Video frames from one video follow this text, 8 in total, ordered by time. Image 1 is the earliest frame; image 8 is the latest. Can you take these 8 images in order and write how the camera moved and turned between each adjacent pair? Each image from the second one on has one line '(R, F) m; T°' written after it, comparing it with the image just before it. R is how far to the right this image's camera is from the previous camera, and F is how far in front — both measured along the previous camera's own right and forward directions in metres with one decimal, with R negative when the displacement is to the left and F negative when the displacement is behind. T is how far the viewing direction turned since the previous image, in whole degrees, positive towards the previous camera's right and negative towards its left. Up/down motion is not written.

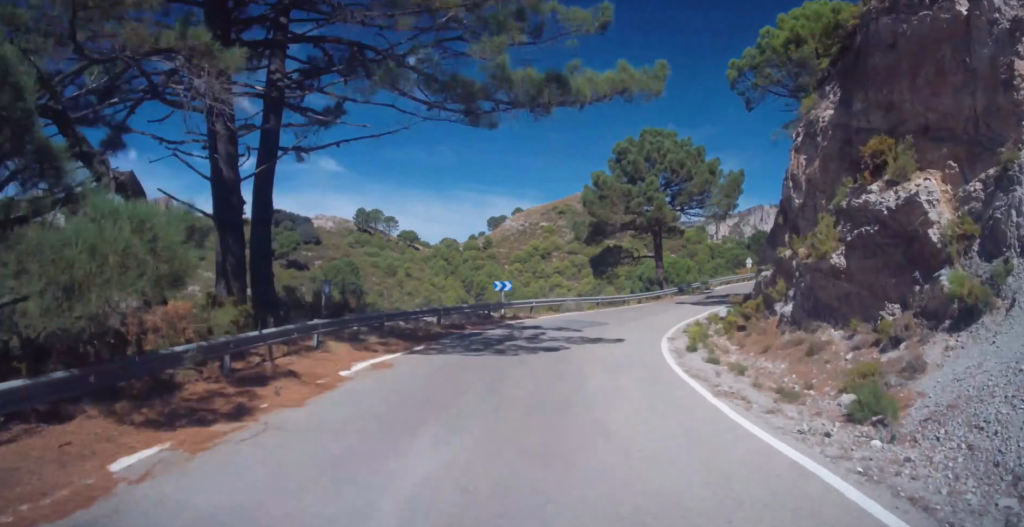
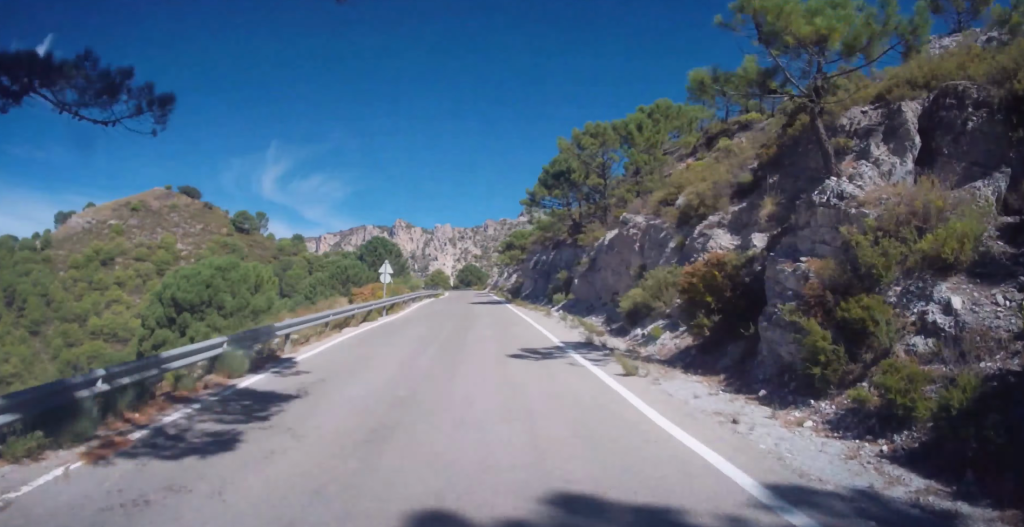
(+1.2, +44.0) m; +4°
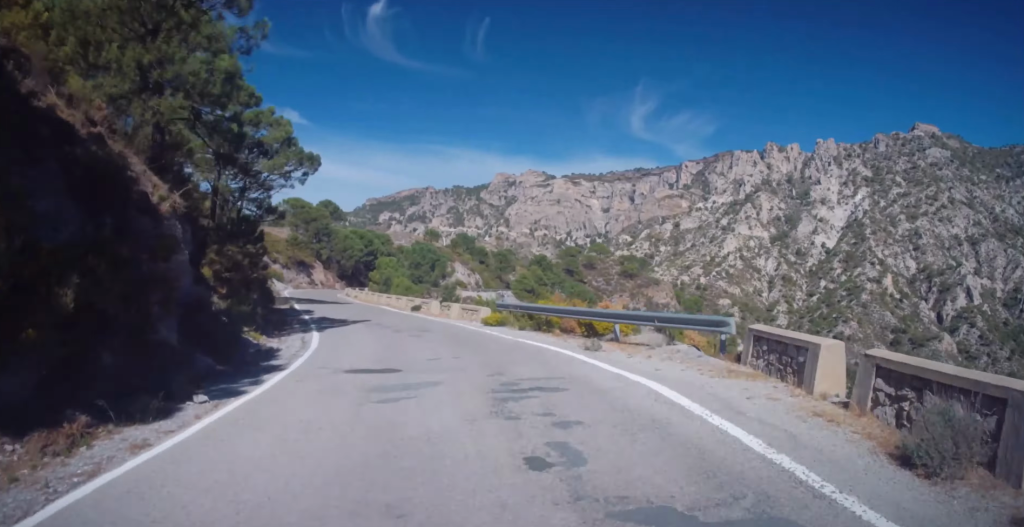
(-25.7, +201.3) m; -25°
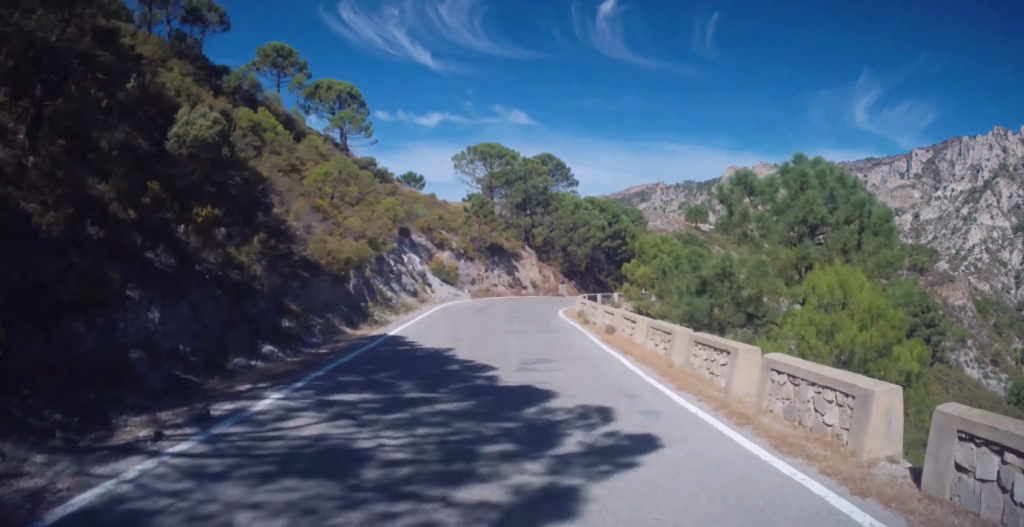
(-2.3, +45.4) m; +4°
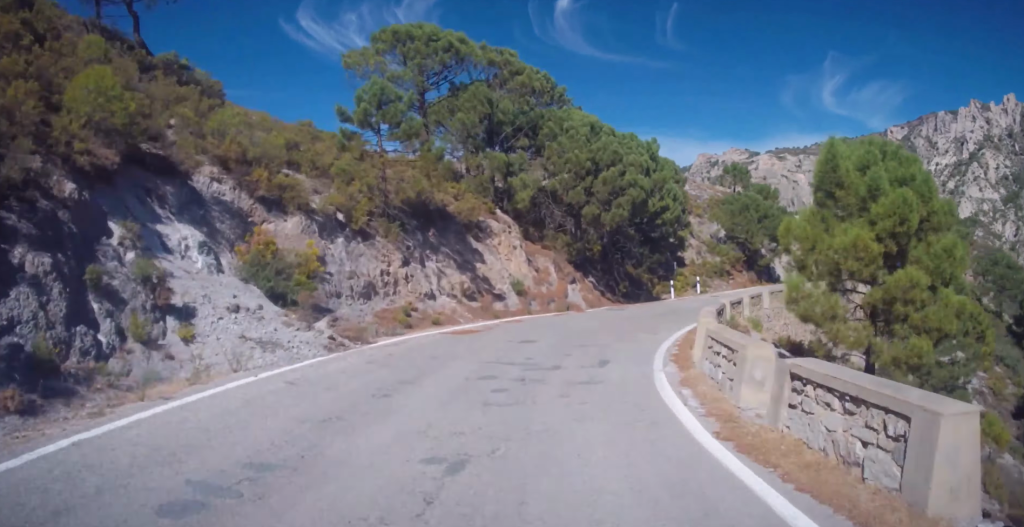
(-3.9, +28.3) m; +4°
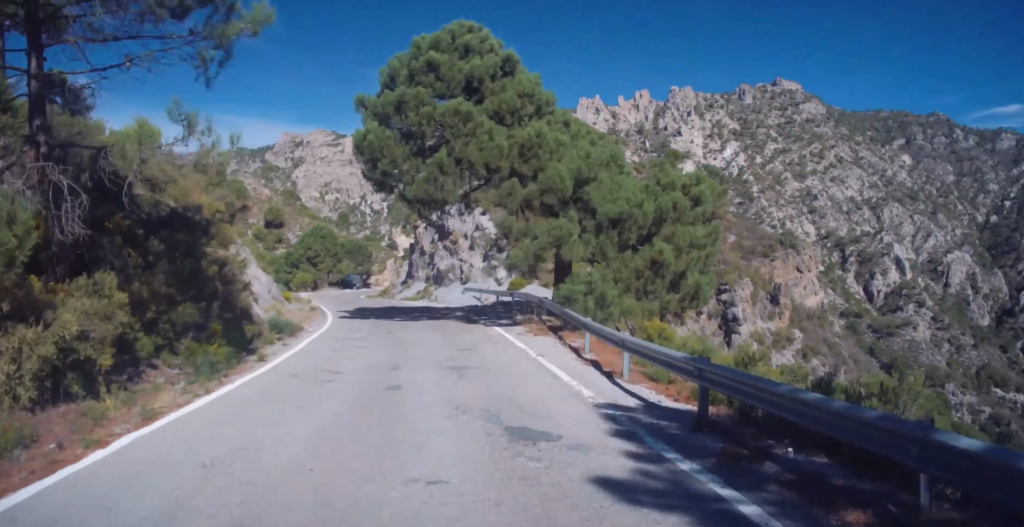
(+16.1, +92.2) m; +6°
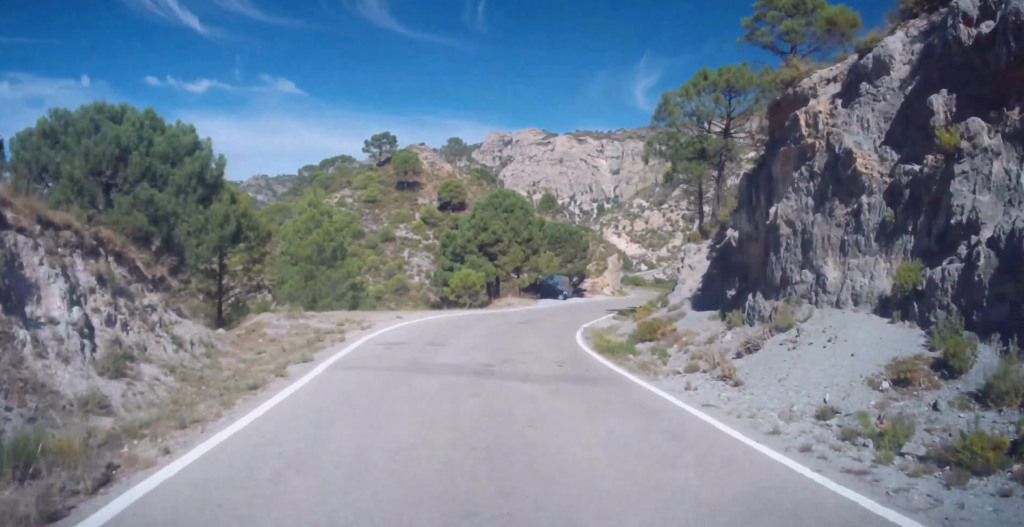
(-3.6, +40.1) m; -2°
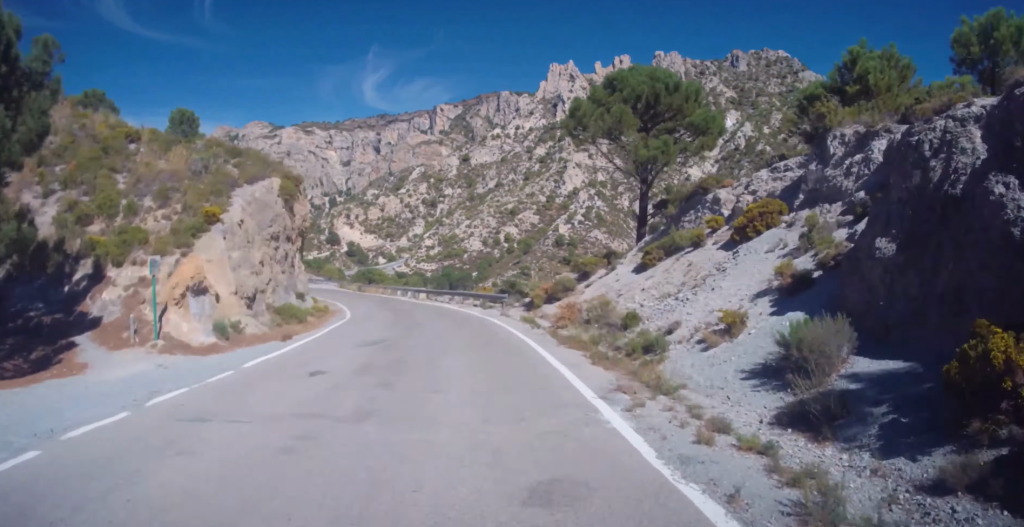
(+0.3, +65.0) m; -8°
